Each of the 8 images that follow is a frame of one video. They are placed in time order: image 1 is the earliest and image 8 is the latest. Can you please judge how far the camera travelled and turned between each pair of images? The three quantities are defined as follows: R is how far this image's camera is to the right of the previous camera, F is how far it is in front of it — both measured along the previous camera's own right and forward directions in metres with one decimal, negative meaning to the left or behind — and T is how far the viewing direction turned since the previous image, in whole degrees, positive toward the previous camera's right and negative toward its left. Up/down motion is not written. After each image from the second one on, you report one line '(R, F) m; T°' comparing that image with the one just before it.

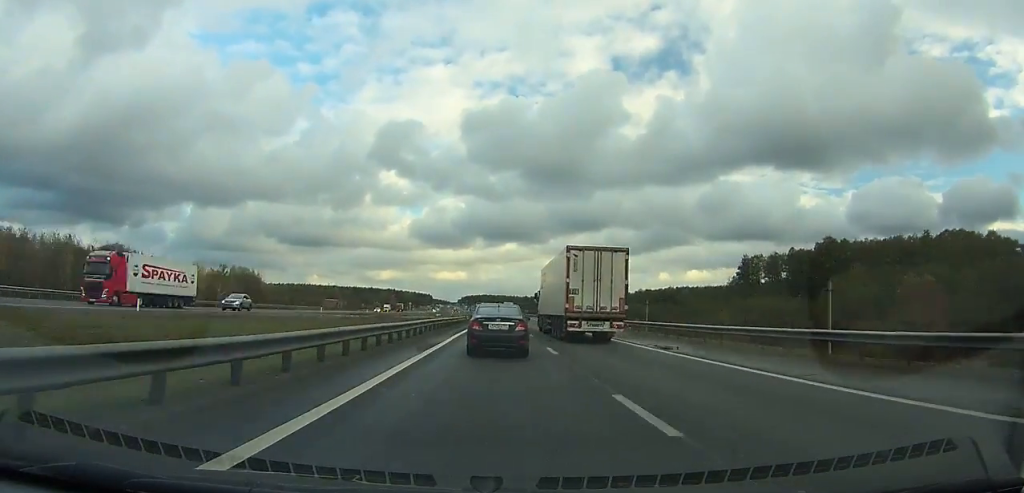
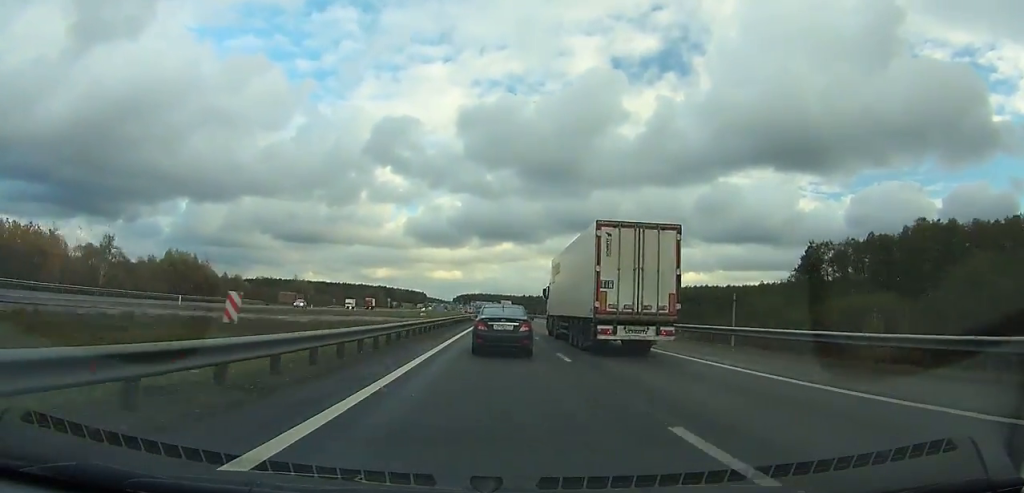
(+0.3, +38.5) m; +1°
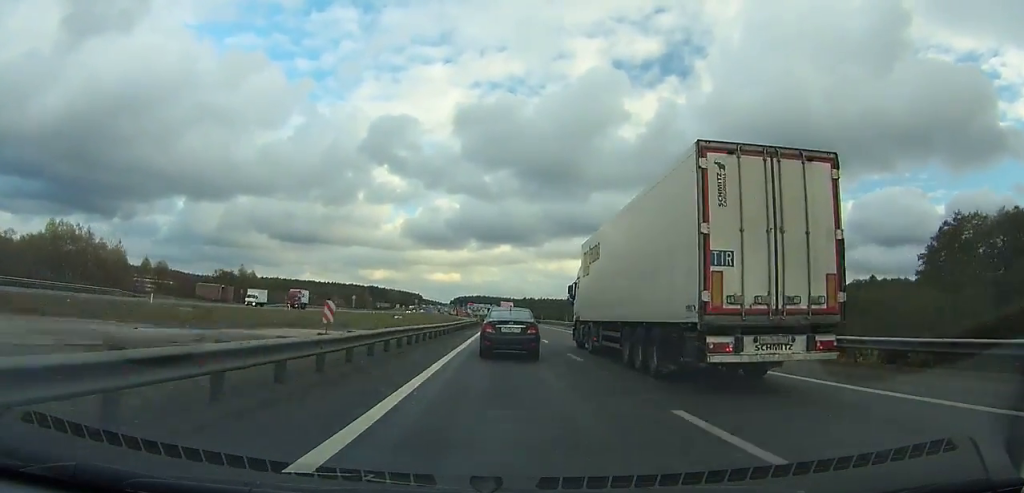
(0.0, +46.7) m; +1°
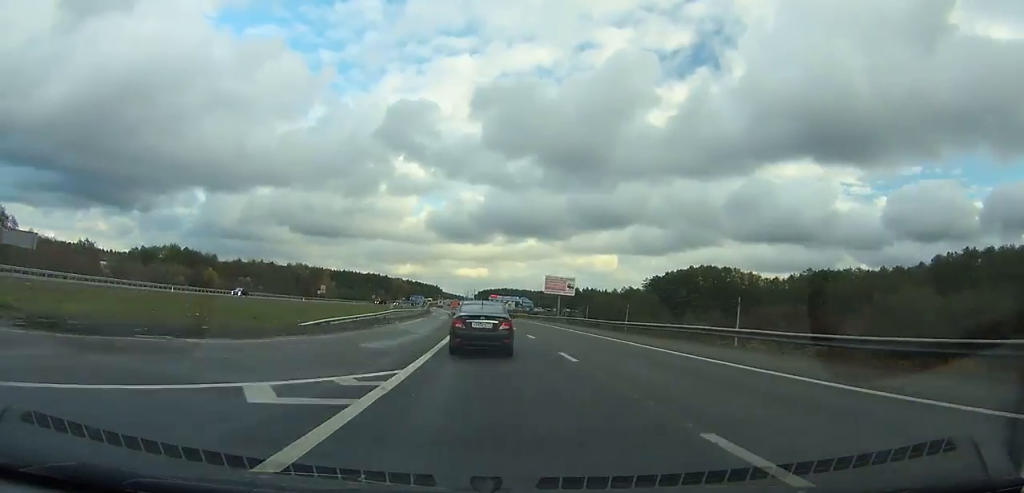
(+0.3, +144.5) m; -2°
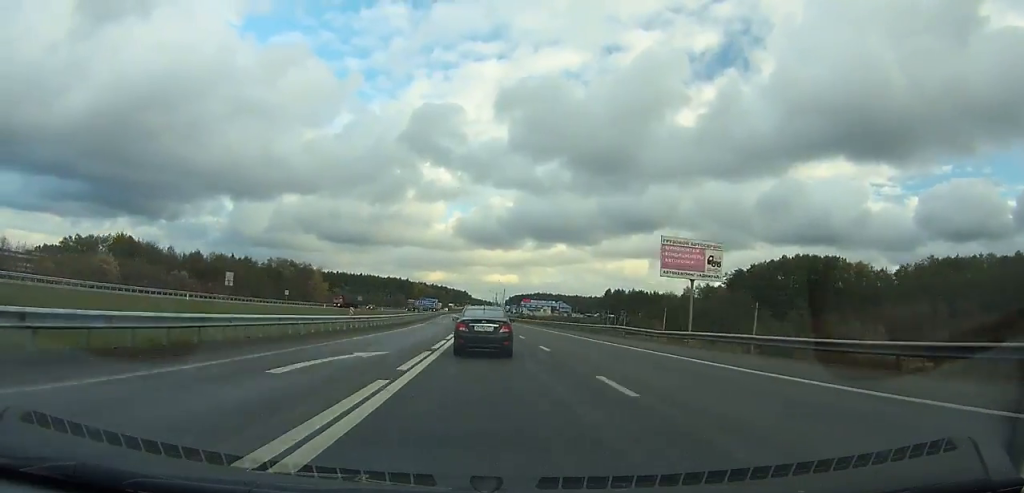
(-1.5, +54.8) m; -2°
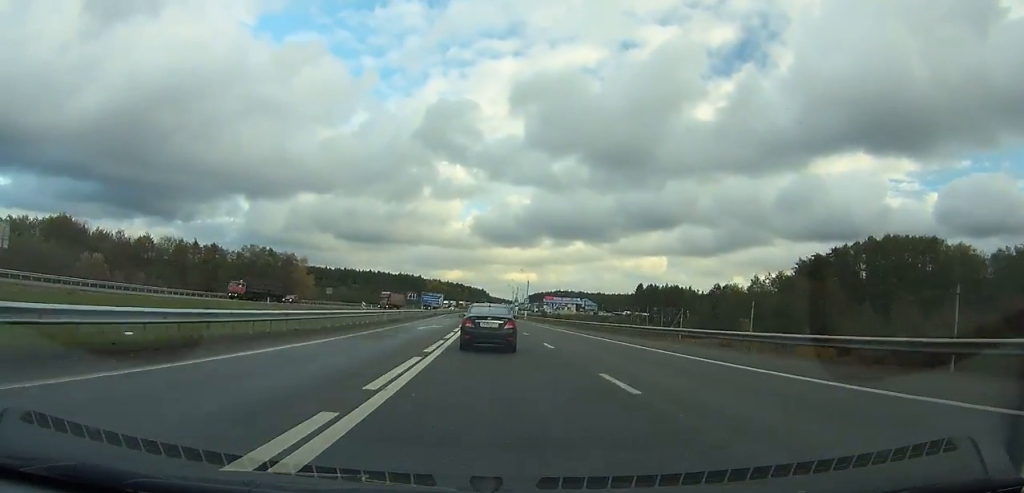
(-0.2, +36.3) m; -2°
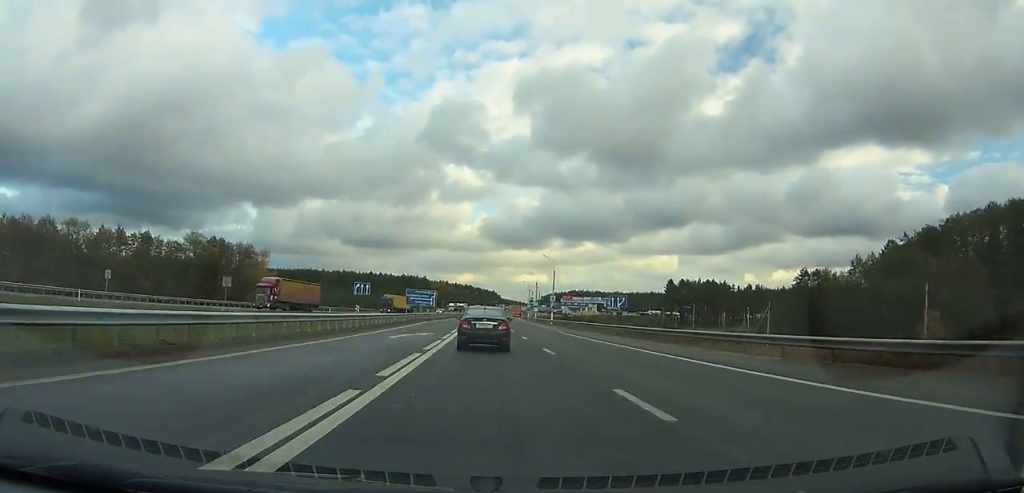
(-1.0, +38.5) m; -1°
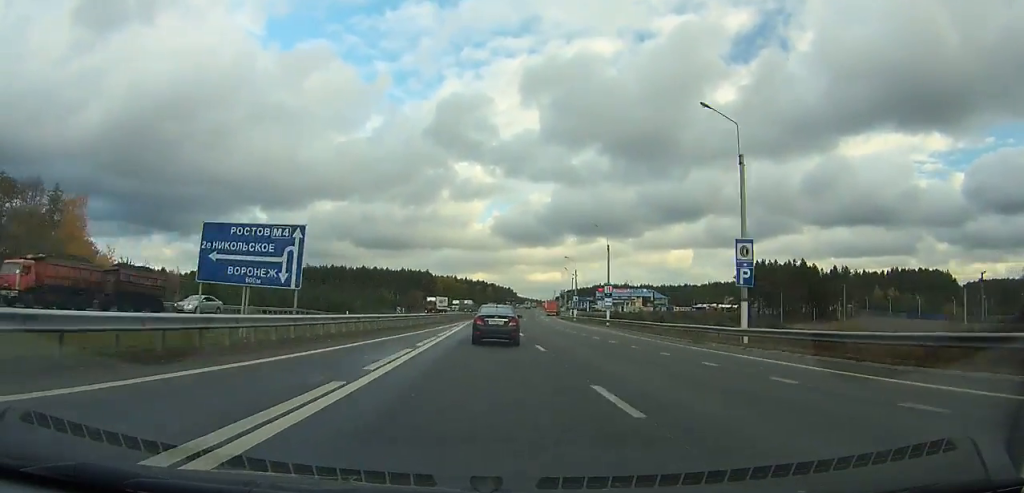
(-1.6, +72.0) m; -2°
